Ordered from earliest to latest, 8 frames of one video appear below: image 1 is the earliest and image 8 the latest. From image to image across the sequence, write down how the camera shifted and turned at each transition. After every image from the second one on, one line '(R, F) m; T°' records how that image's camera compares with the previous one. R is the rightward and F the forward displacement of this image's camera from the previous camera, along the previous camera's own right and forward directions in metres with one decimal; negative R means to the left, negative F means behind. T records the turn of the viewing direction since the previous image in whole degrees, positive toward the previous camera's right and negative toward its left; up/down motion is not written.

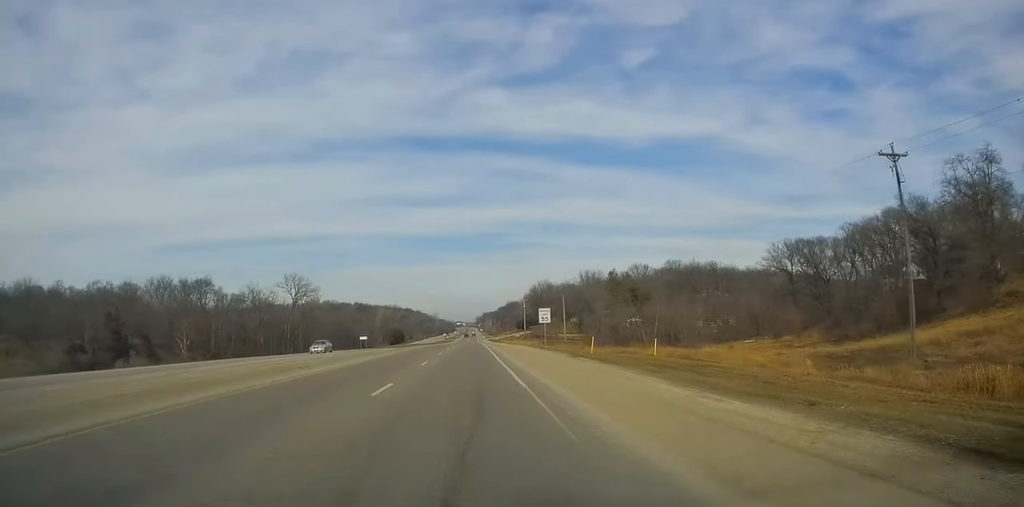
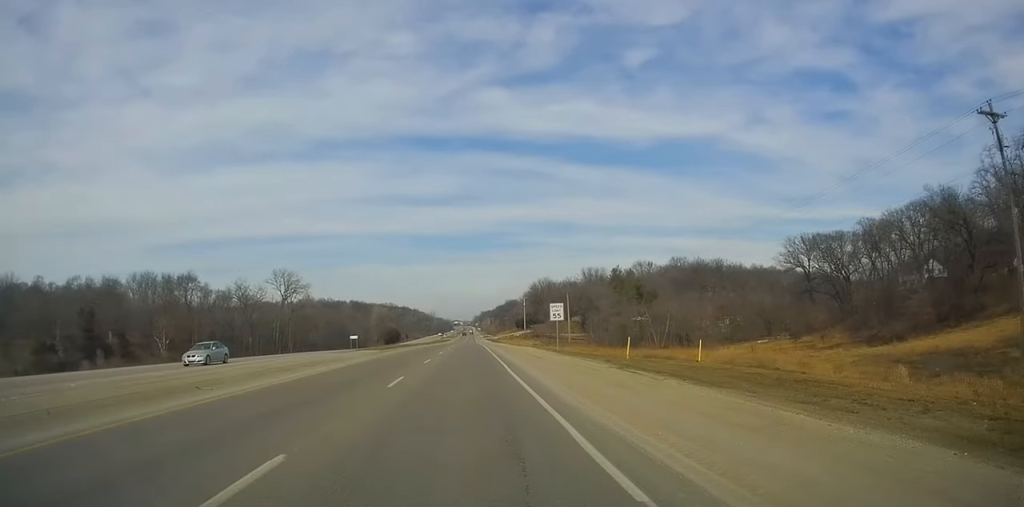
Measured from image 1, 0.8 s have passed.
(-0.2, +9.6) m; -1°
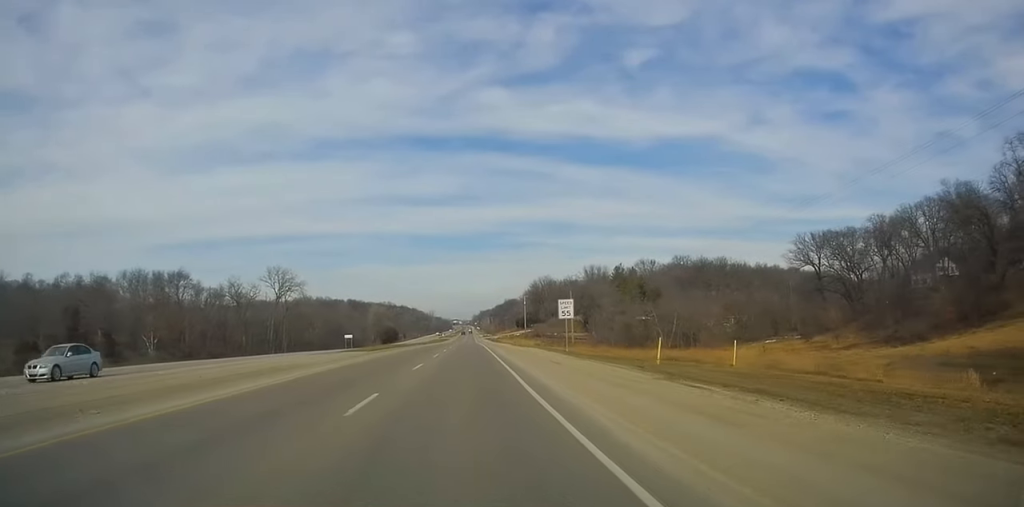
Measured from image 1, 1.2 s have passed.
(0.0, +4.9) m; 0°
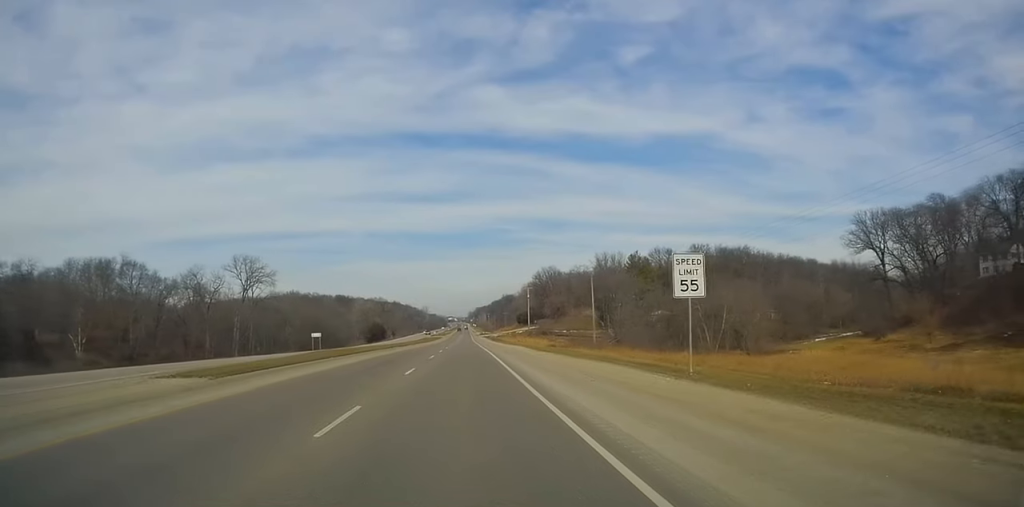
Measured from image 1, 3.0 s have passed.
(0.0, +26.2) m; +1°
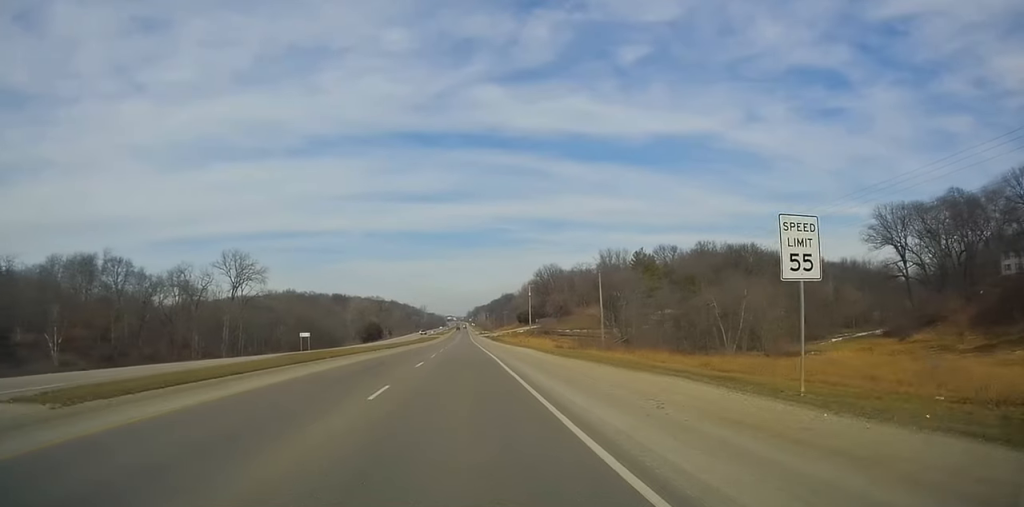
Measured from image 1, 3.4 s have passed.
(+0.1, +7.0) m; 0°
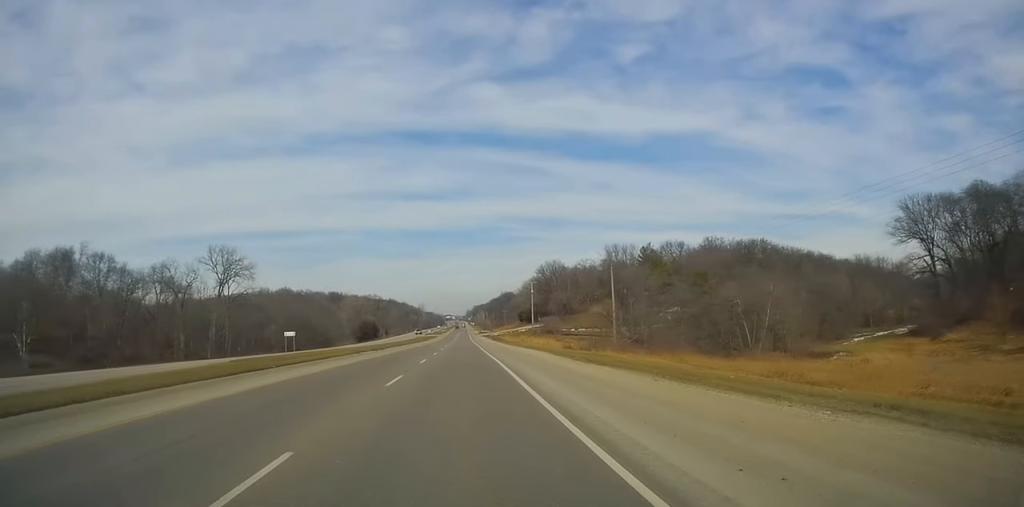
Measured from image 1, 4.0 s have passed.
(+0.2, +8.6) m; 0°
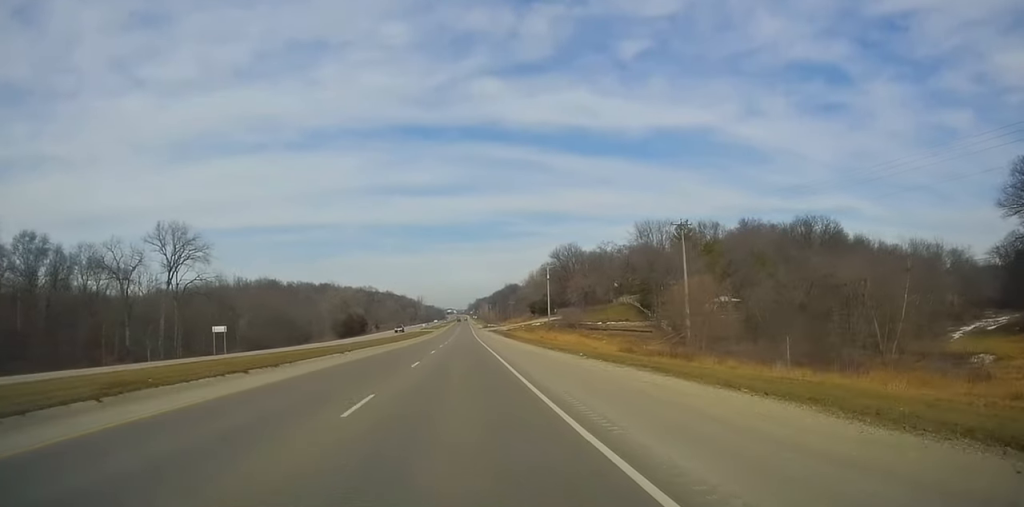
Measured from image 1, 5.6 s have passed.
(+0.1, +29.5) m; +1°
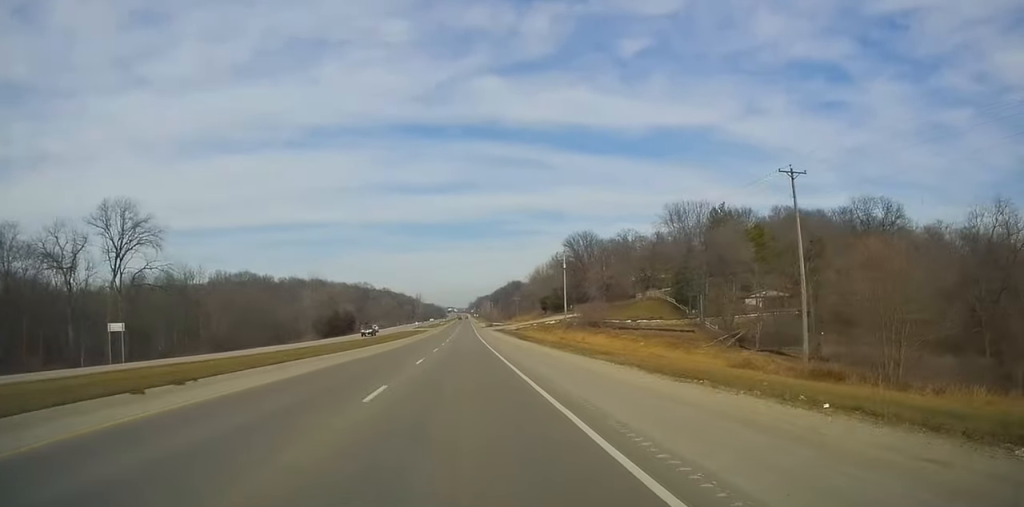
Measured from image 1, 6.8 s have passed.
(0.0, +22.4) m; 0°
